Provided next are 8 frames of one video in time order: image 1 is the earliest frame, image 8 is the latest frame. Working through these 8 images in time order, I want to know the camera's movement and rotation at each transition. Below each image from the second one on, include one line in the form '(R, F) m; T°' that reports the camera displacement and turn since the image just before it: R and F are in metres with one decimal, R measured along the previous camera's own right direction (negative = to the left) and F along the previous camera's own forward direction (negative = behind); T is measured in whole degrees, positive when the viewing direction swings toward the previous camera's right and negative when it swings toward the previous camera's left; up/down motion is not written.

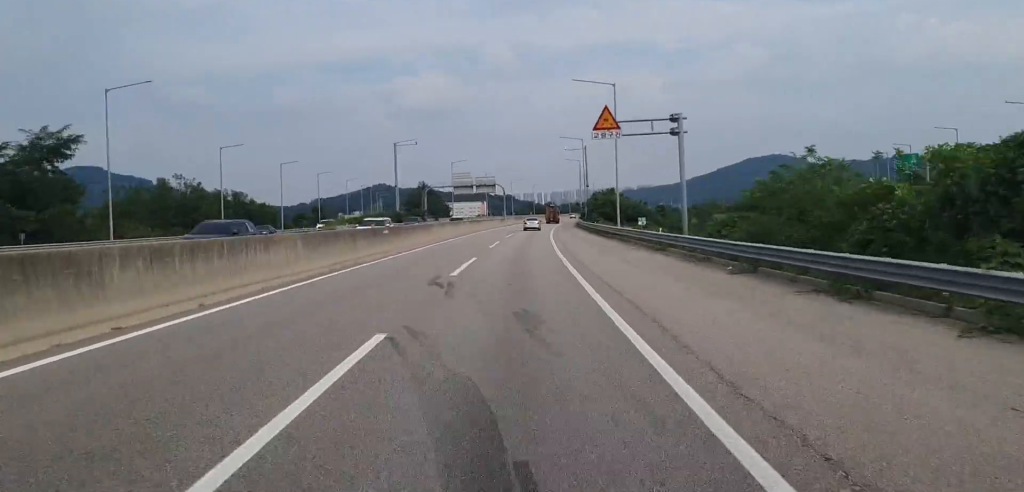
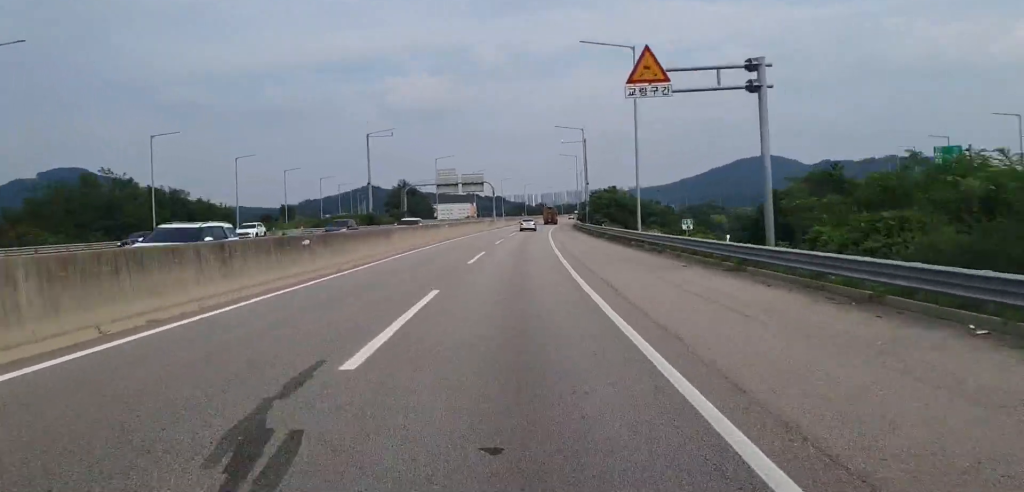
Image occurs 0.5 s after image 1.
(+0.2, +12.5) m; 0°
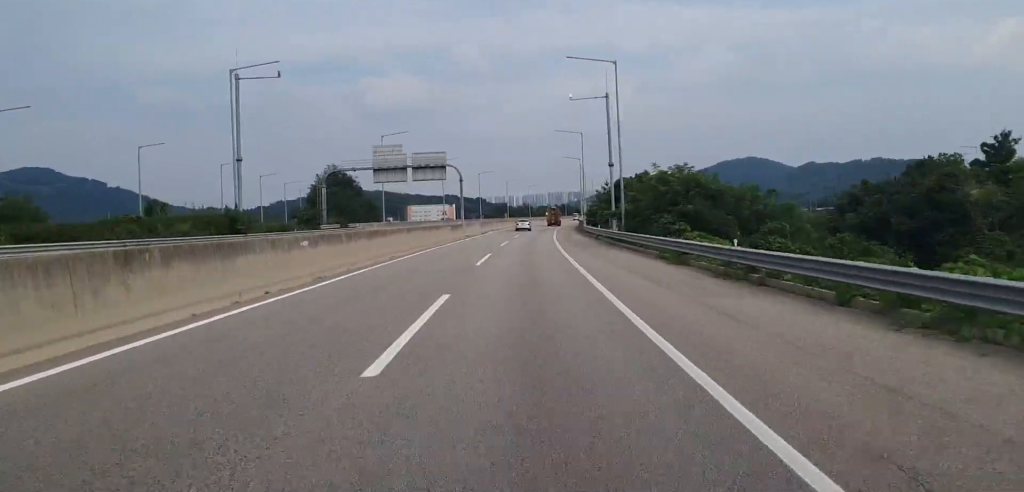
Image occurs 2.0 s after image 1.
(+0.2, +39.1) m; +1°
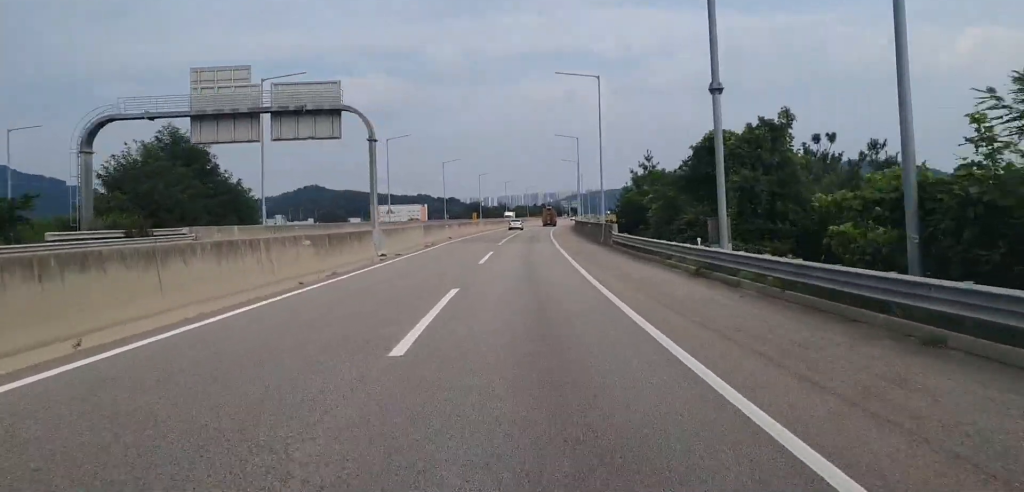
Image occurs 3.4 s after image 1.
(+0.9, +40.2) m; +3°
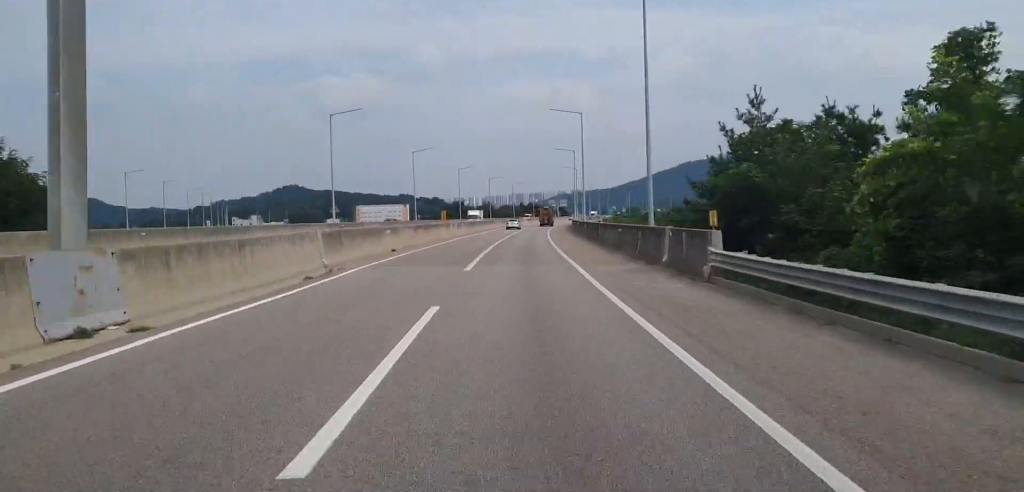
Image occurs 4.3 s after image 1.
(+0.4, +27.2) m; +1°
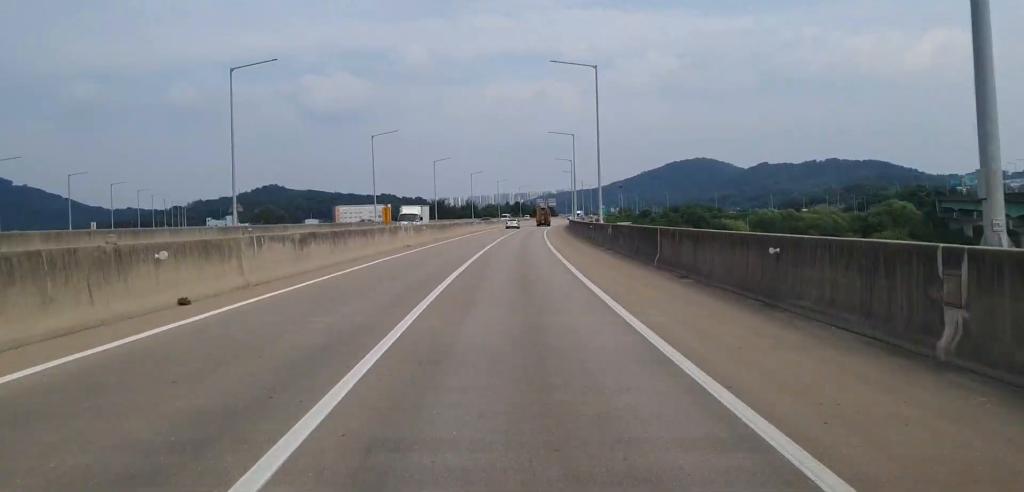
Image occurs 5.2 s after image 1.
(+0.2, +26.7) m; +1°
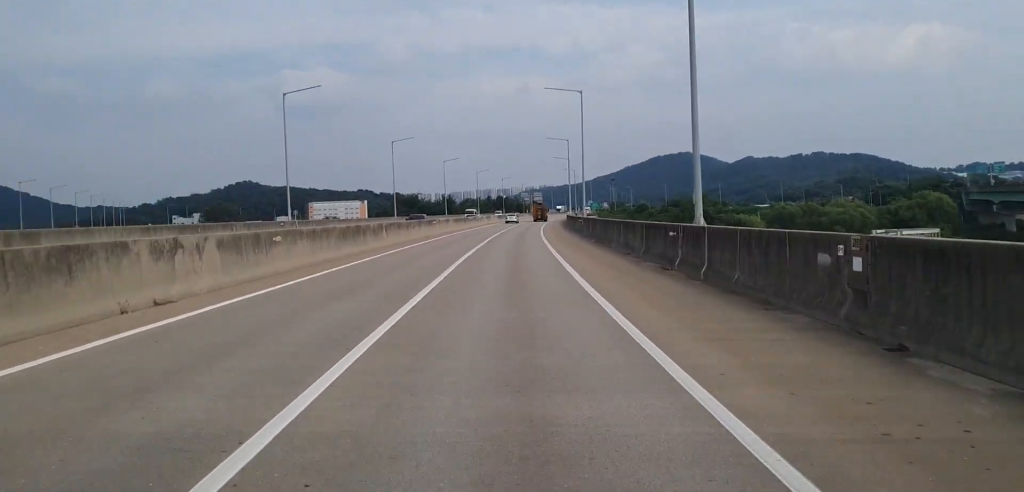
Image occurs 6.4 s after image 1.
(+0.4, +31.0) m; +1°
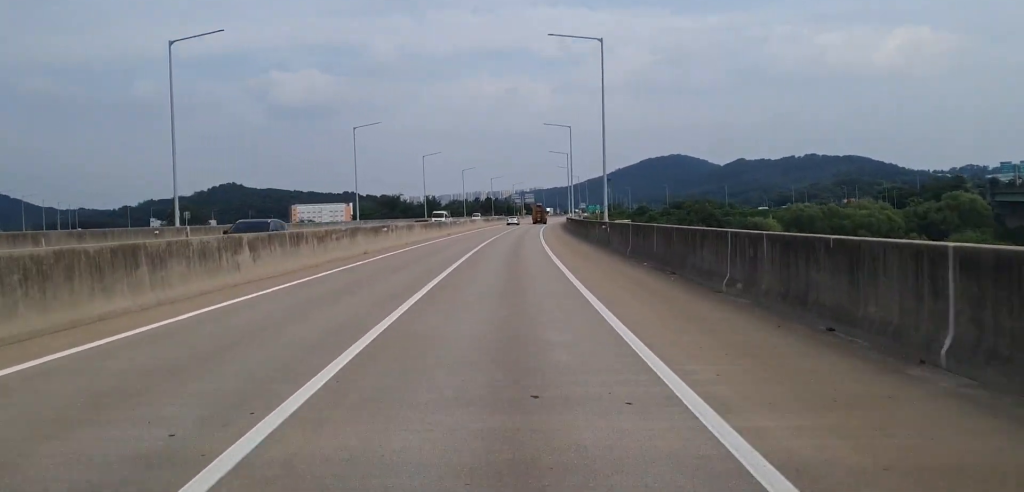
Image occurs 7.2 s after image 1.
(+0.2, +19.7) m; +1°
